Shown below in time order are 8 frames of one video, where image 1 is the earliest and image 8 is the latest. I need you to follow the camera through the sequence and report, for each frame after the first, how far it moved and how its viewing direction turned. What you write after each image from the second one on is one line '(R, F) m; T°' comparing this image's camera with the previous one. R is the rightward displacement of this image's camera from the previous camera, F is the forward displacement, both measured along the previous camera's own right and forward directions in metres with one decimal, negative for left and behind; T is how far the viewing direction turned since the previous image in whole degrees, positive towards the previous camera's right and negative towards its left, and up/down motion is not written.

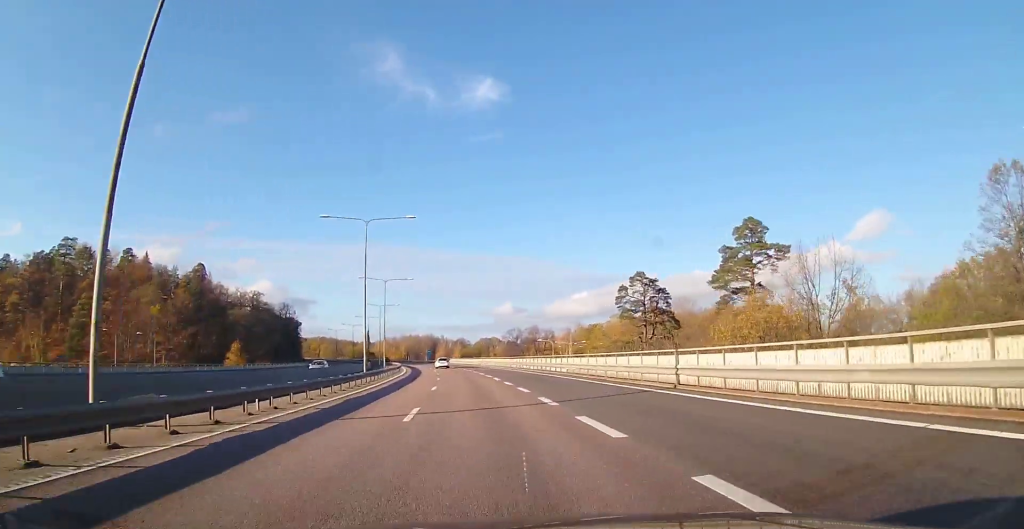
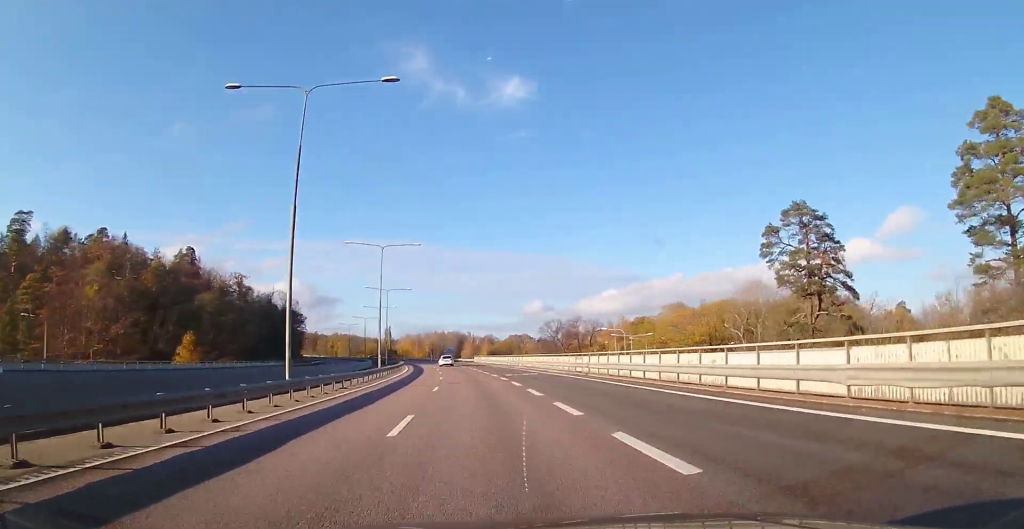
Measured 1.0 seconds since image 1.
(-0.7, +26.8) m; -2°
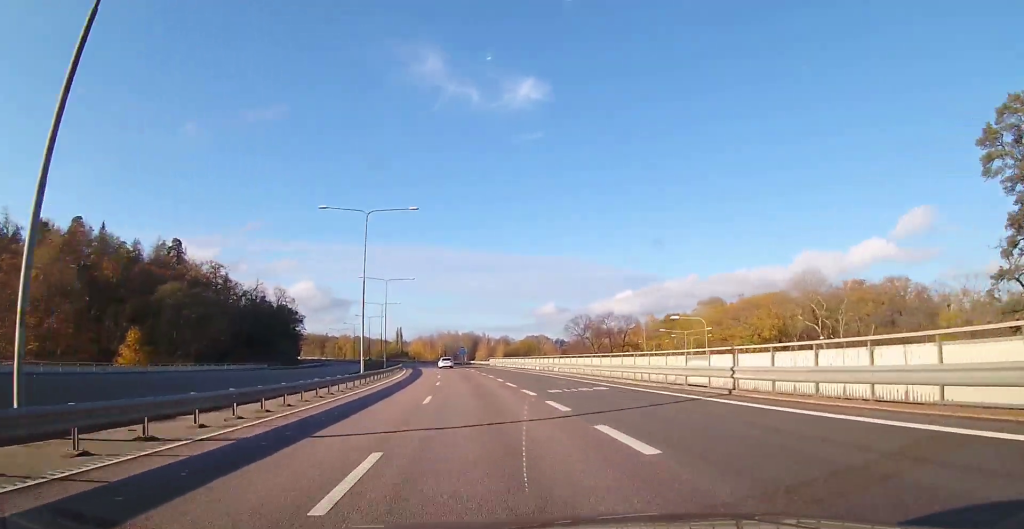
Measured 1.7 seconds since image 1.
(-0.2, +17.9) m; -2°
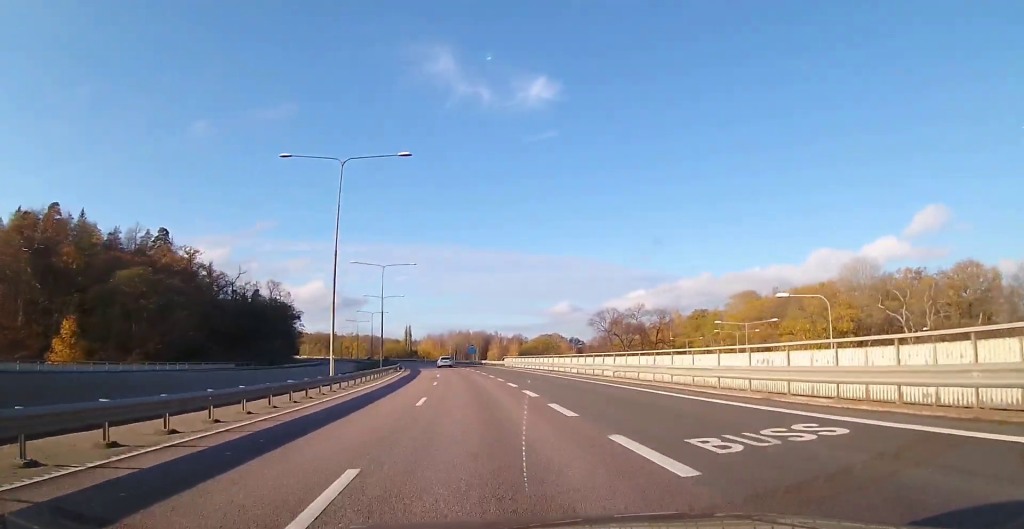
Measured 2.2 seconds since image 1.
(-0.1, +13.4) m; -2°
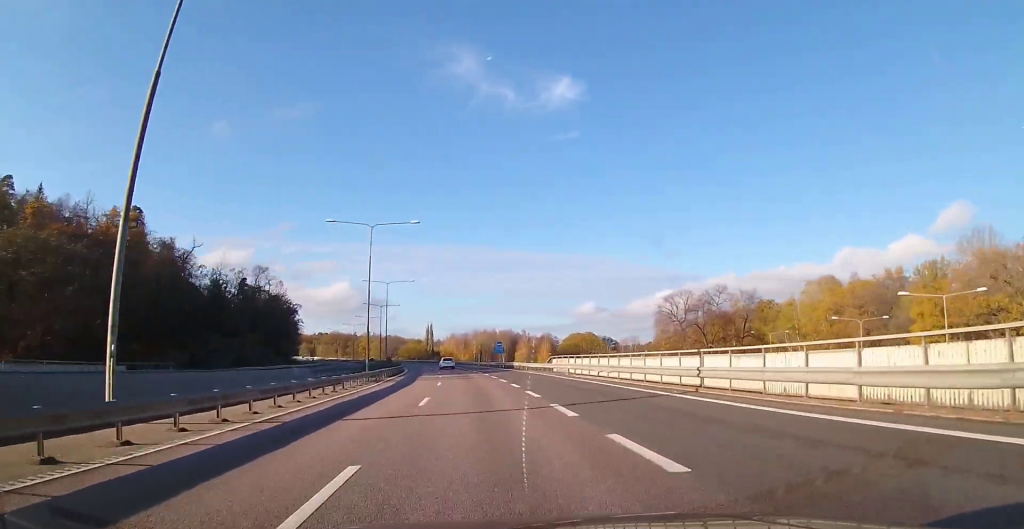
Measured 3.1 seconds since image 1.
(-0.6, +24.0) m; -3°
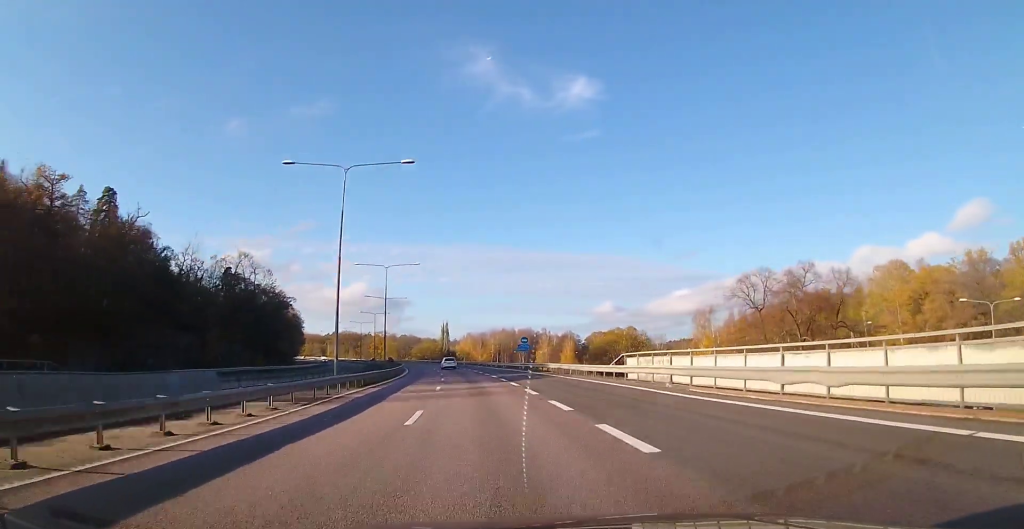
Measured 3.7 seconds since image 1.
(-0.3, +16.8) m; -2°
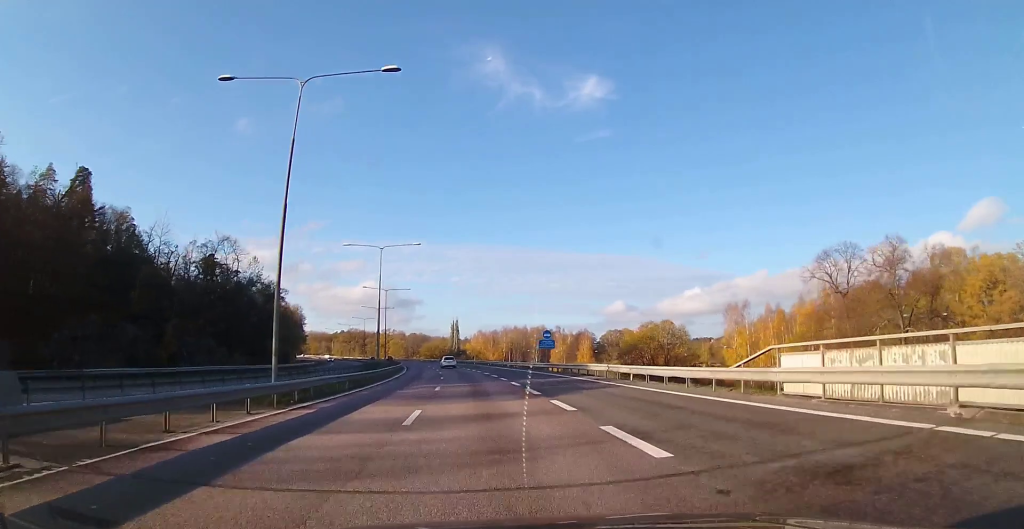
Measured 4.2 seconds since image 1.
(-0.1, +12.3) m; -1°
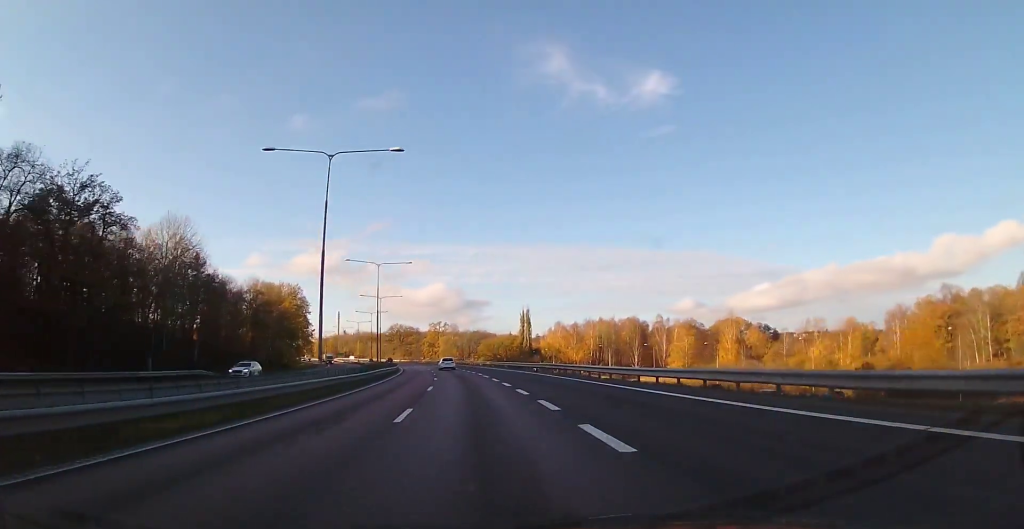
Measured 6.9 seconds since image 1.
(-4.4, +71.3) m; -7°
